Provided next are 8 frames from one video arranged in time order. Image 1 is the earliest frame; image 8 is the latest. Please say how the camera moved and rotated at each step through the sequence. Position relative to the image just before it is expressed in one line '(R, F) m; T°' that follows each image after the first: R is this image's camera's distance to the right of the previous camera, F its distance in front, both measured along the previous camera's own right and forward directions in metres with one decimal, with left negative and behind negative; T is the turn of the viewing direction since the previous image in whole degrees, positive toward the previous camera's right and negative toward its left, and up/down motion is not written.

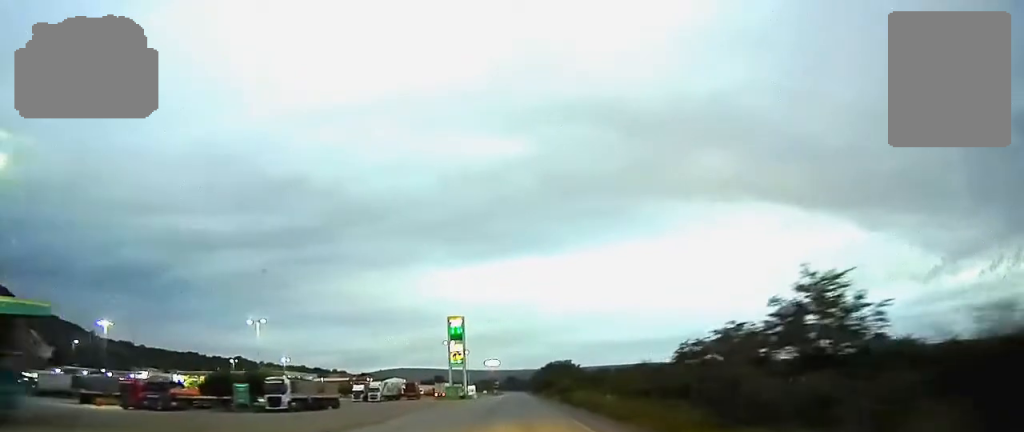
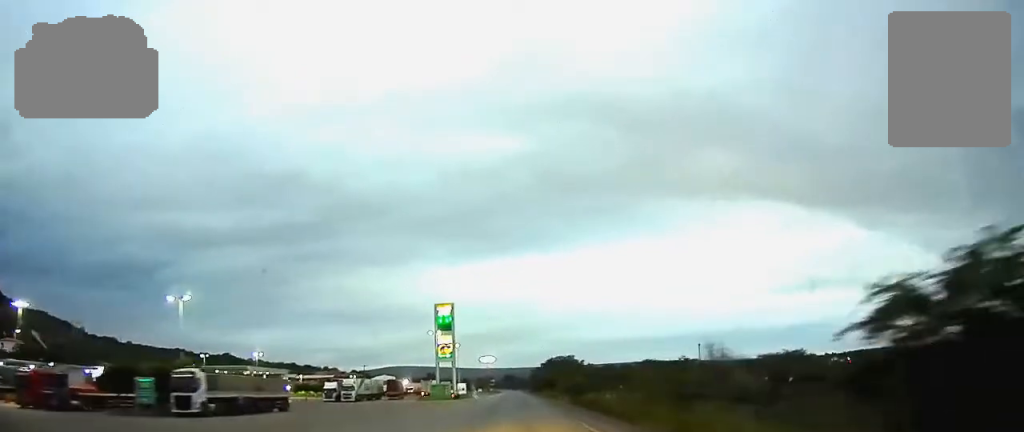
(0.0, +20.9) m; +1°
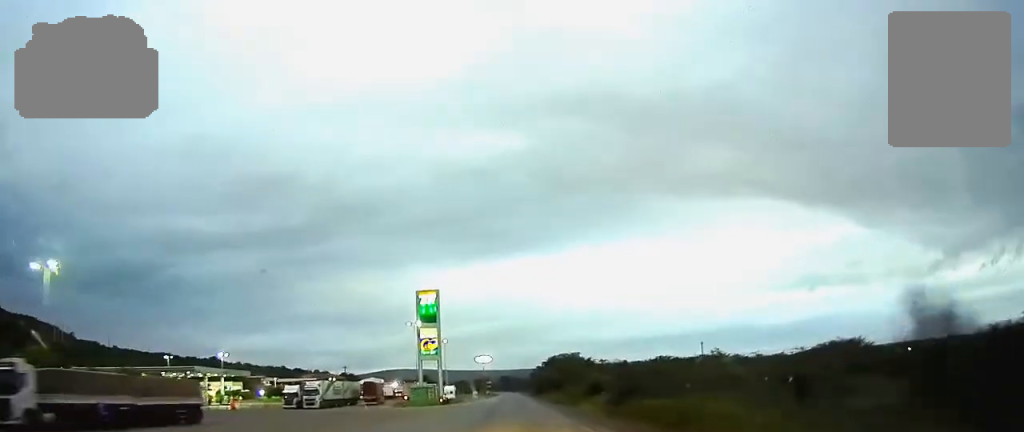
(+0.3, +22.4) m; 0°
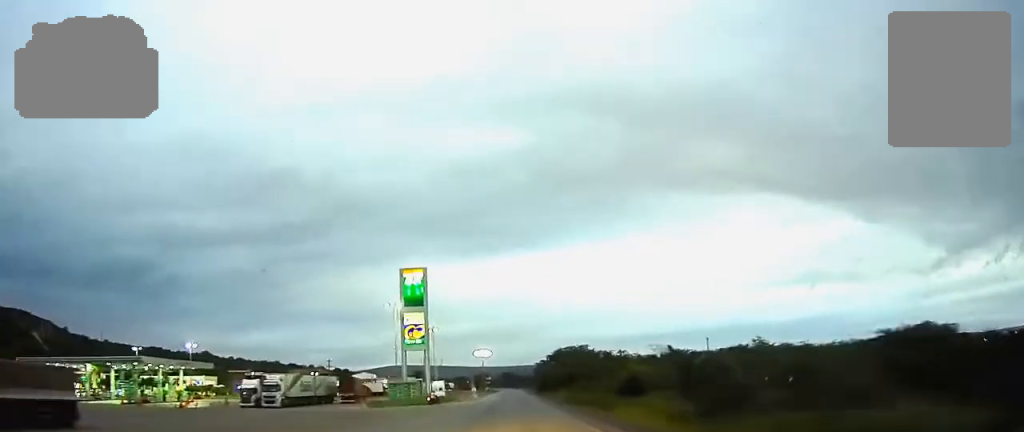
(-0.1, +18.2) m; 0°
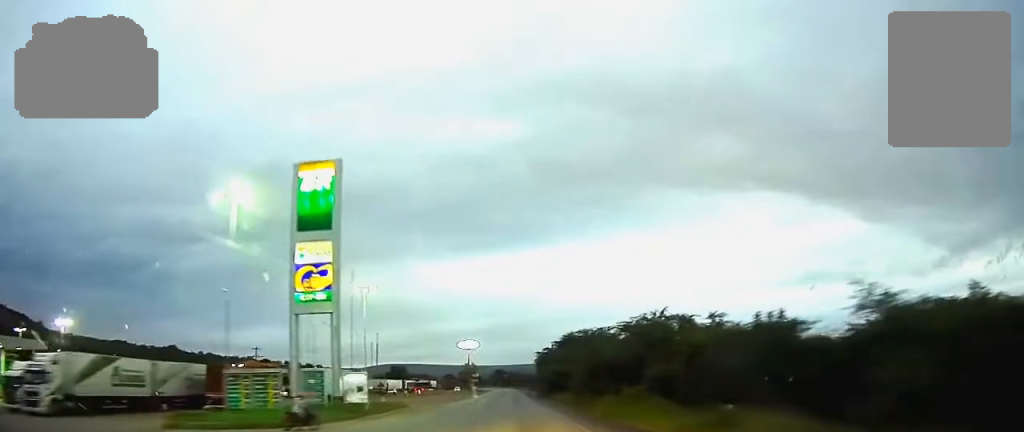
(+0.2, +46.6) m; 0°
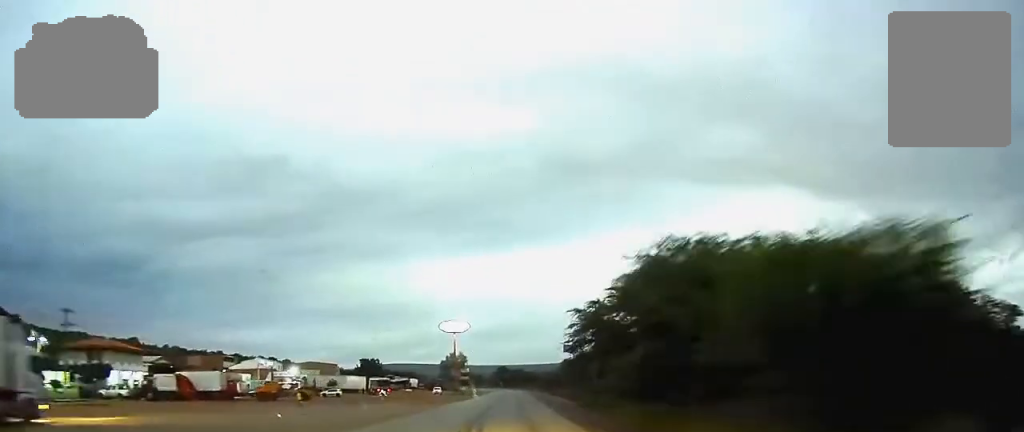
(0.0, +62.1) m; 0°
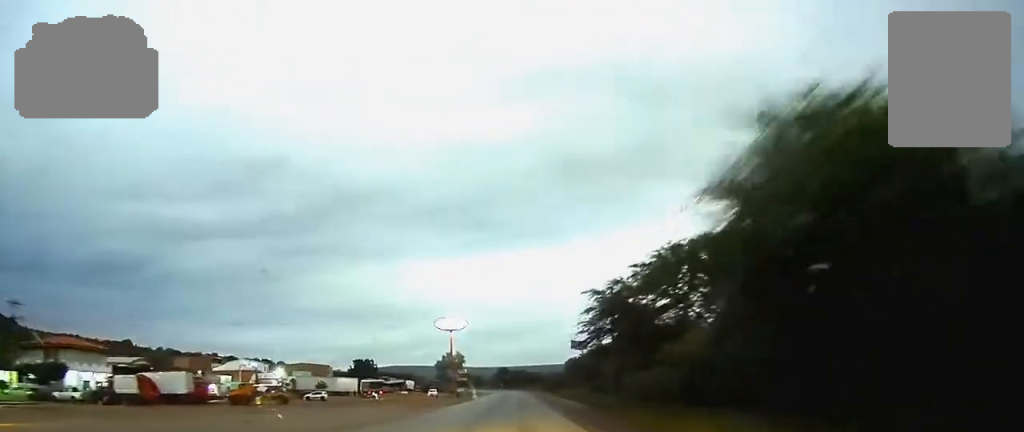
(0.0, +10.4) m; 0°
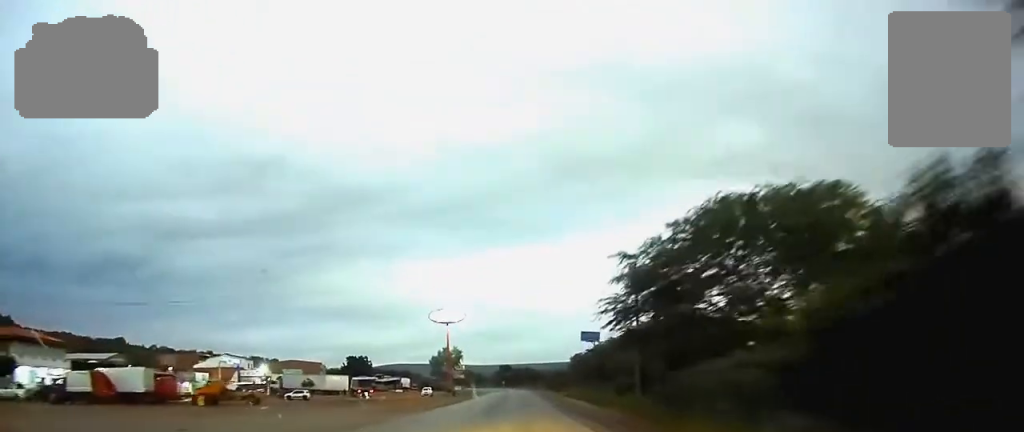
(0.0, +10.4) m; 0°
